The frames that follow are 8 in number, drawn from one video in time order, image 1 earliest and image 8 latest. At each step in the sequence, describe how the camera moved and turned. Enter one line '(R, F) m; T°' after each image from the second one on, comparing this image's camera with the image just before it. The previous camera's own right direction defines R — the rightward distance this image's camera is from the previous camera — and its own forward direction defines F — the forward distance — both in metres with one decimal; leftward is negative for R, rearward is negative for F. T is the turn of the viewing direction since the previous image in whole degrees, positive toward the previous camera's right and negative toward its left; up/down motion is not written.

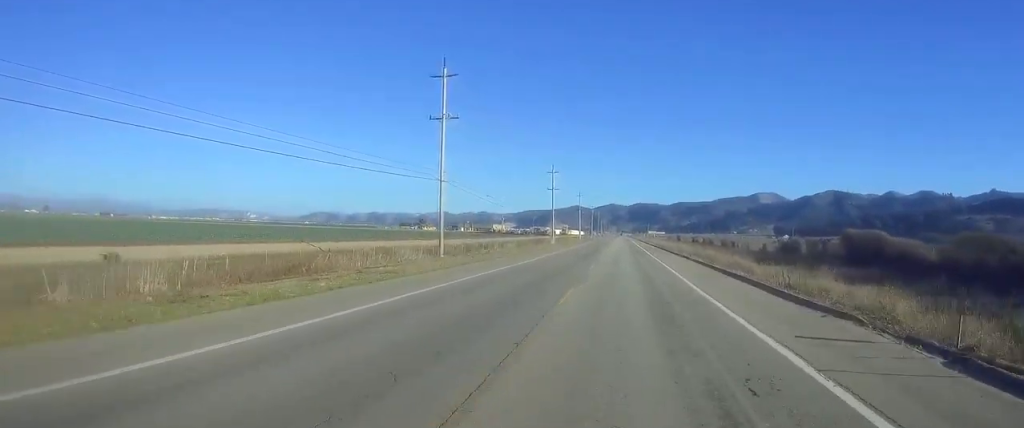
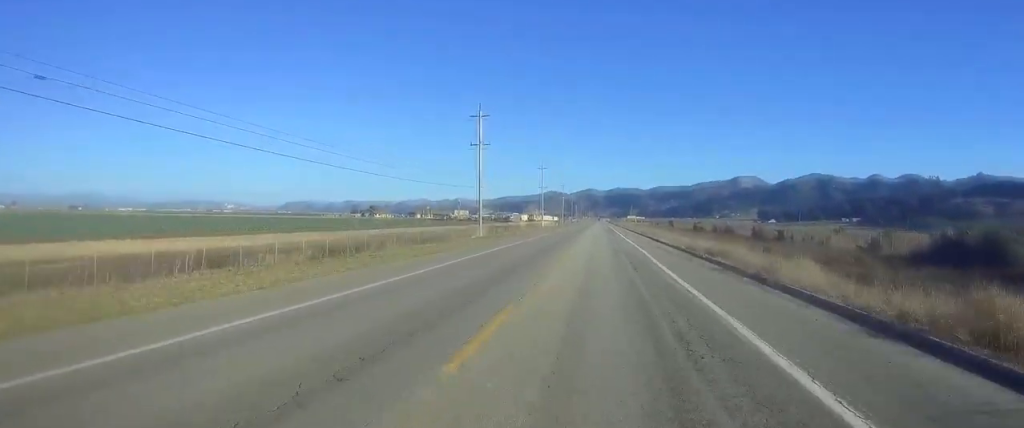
(+1.2, +68.0) m; +1°
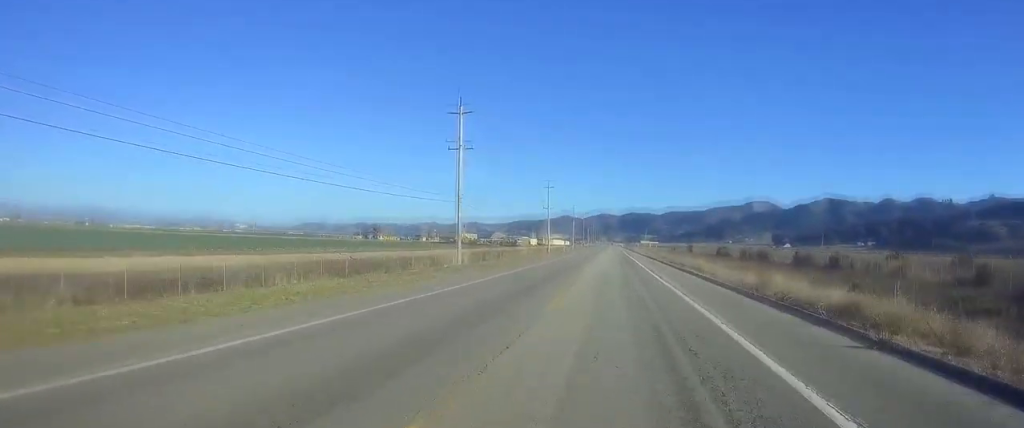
(0.0, +20.8) m; 0°
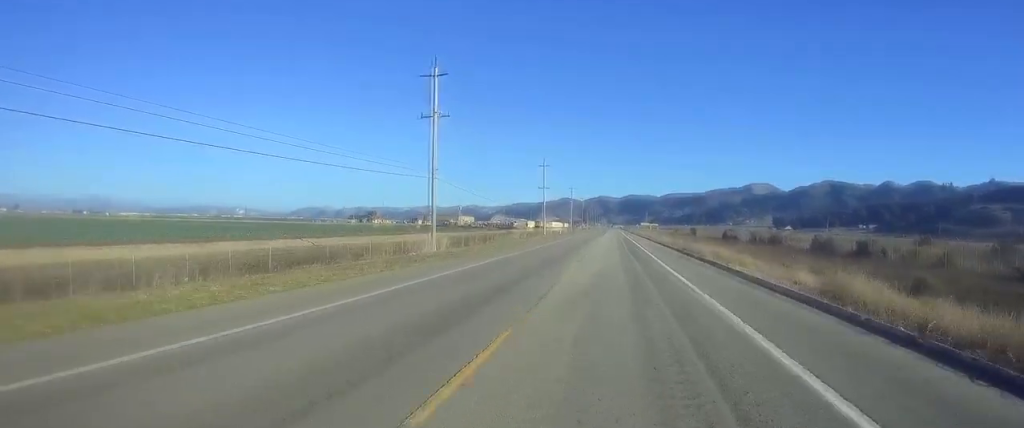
(0.0, +10.4) m; 0°
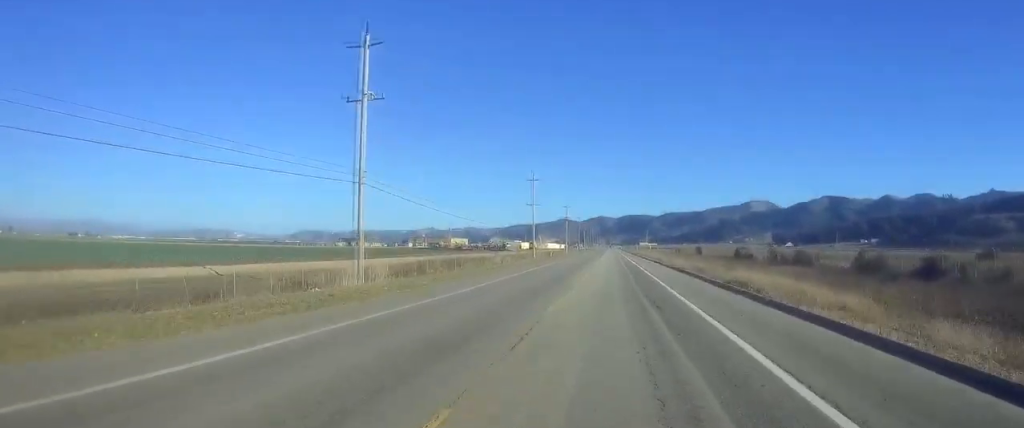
(0.0, +18.2) m; 0°
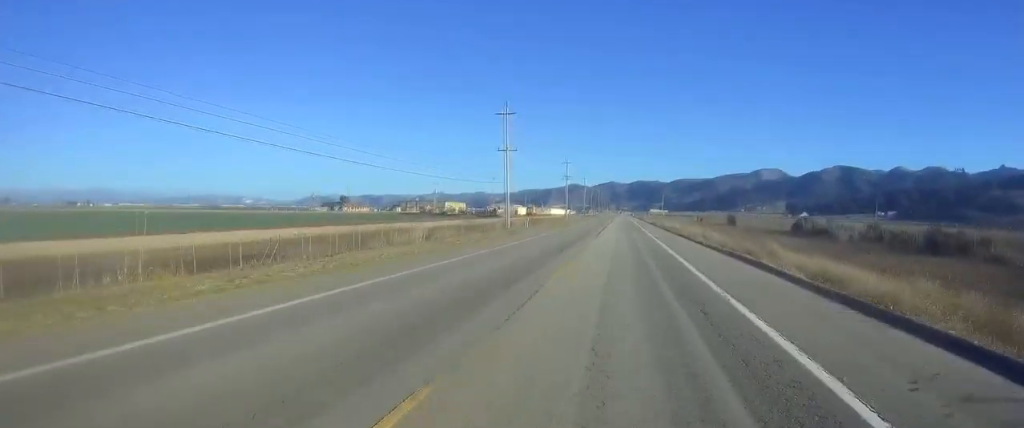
(+0.1, +45.4) m; 0°
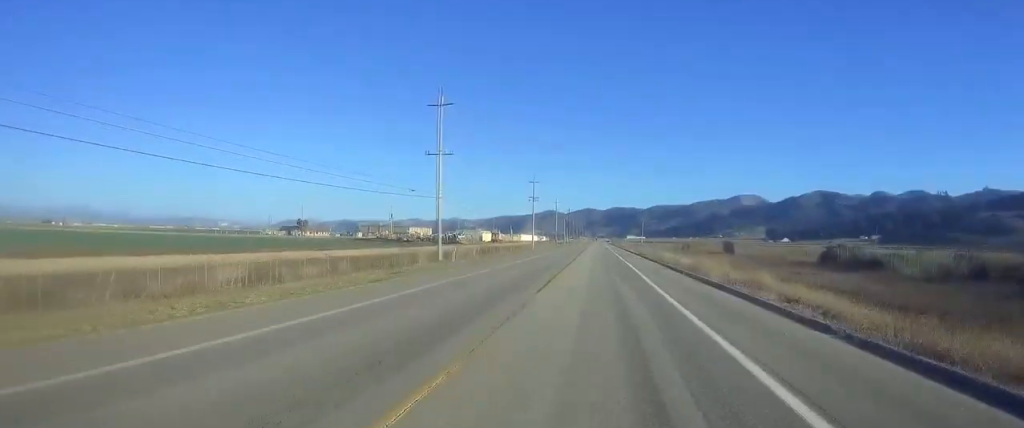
(-0.1, +27.1) m; 0°
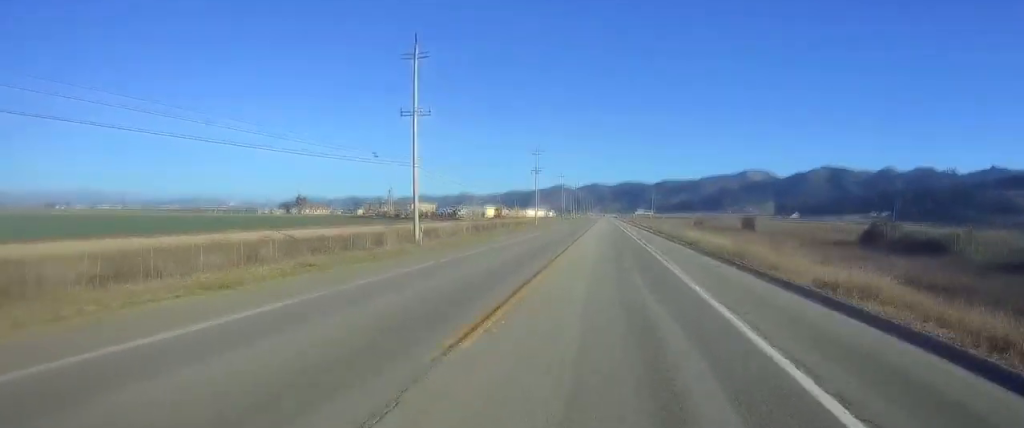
(0.0, +12.2) m; 0°
